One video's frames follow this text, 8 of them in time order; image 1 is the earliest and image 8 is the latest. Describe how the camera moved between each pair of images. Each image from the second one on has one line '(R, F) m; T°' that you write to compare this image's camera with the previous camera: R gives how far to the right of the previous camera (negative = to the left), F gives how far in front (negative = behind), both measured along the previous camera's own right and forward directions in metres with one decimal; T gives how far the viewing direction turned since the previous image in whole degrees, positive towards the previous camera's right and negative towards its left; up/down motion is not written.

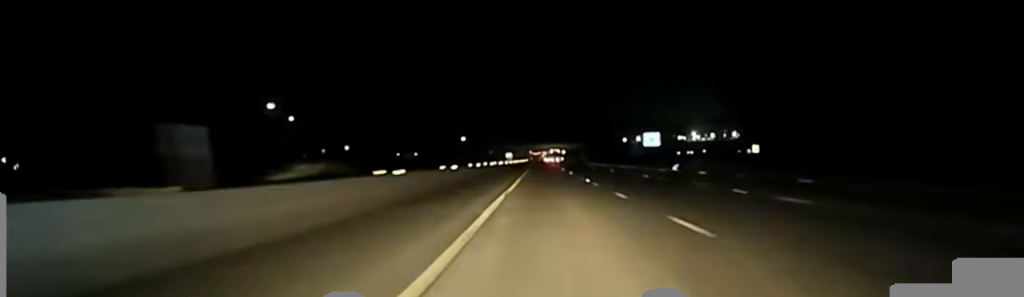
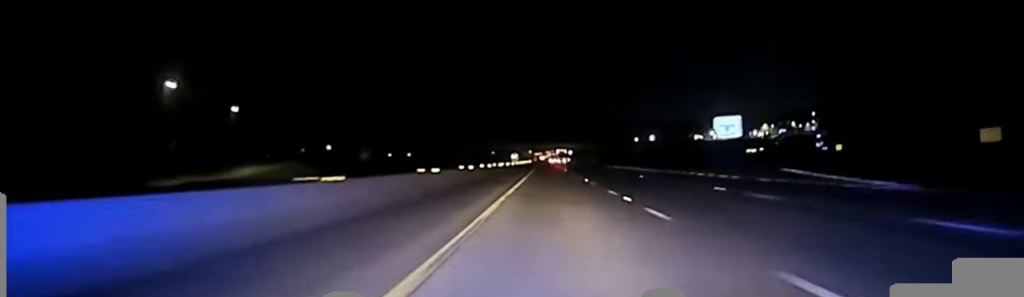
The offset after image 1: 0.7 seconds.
(0.0, +45.9) m; 0°
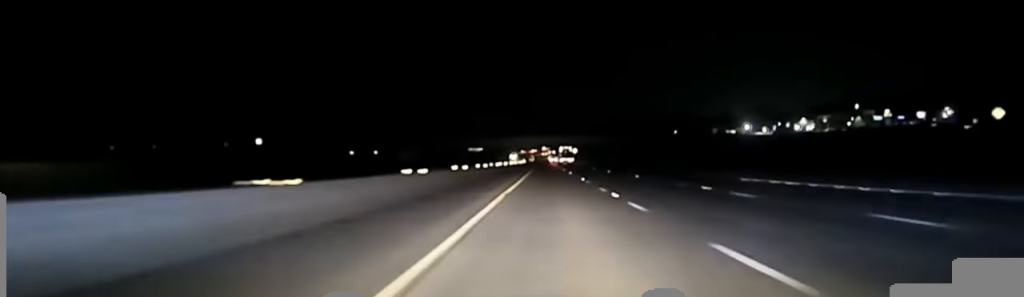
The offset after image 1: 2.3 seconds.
(0.0, +85.6) m; 0°
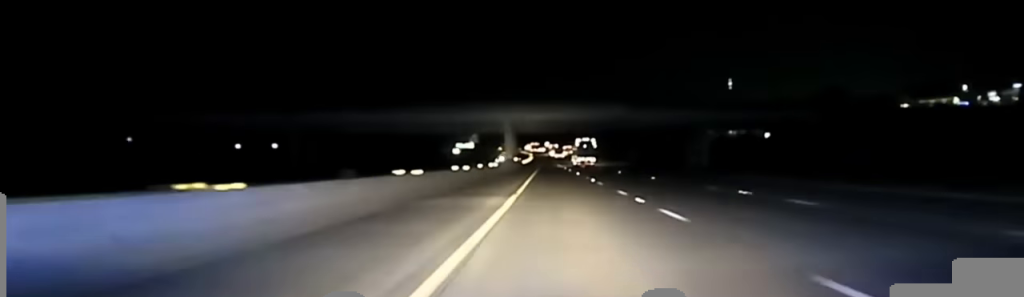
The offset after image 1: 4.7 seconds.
(0.0, +142.7) m; 0°
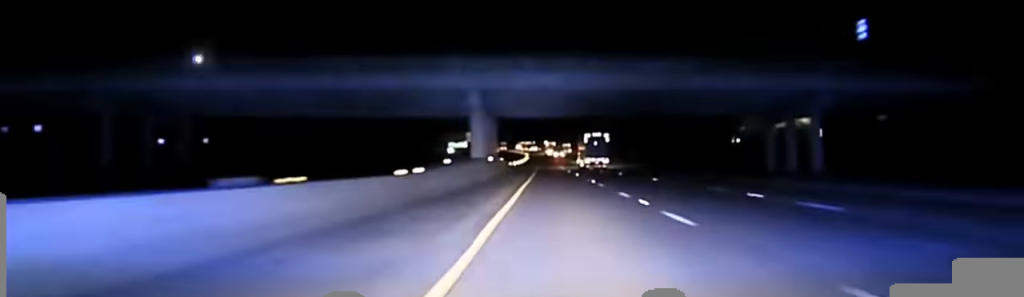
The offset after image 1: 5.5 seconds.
(0.0, +48.1) m; 0°
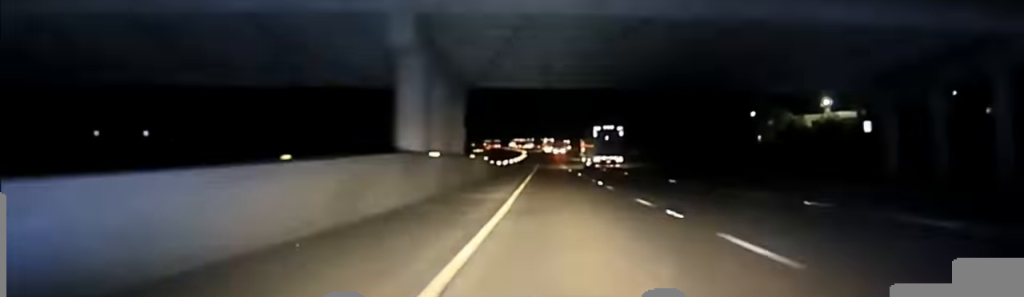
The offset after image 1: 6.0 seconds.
(0.0, +31.8) m; 0°
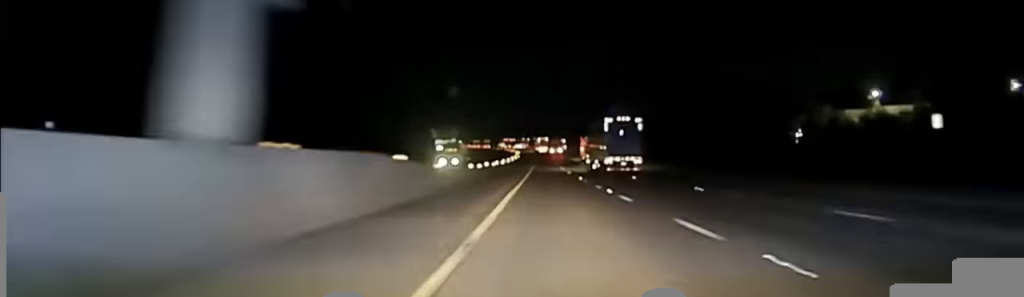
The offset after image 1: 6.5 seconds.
(0.0, +35.7) m; 0°
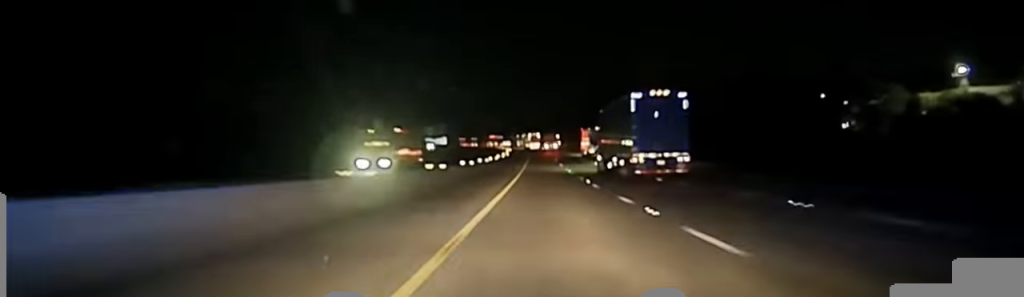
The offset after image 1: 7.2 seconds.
(0.0, +43.0) m; 0°
